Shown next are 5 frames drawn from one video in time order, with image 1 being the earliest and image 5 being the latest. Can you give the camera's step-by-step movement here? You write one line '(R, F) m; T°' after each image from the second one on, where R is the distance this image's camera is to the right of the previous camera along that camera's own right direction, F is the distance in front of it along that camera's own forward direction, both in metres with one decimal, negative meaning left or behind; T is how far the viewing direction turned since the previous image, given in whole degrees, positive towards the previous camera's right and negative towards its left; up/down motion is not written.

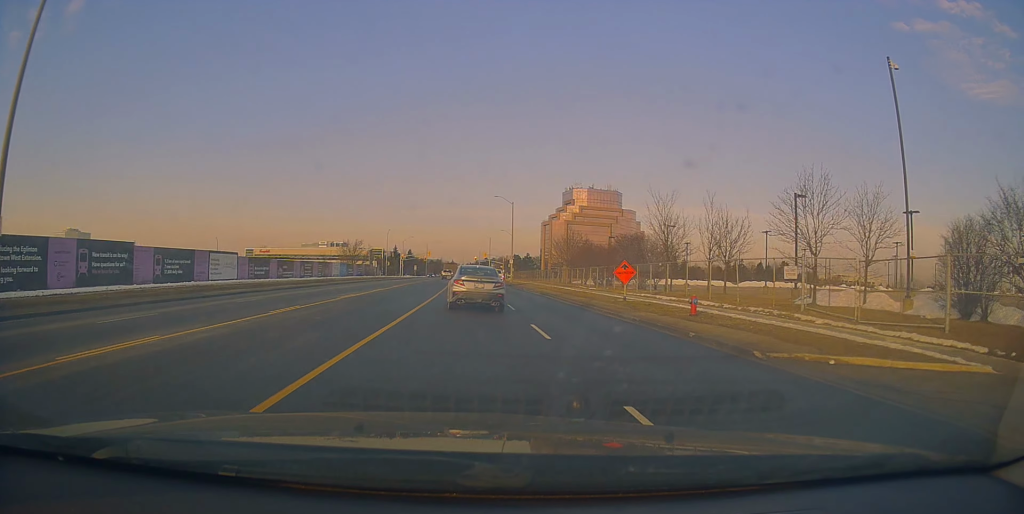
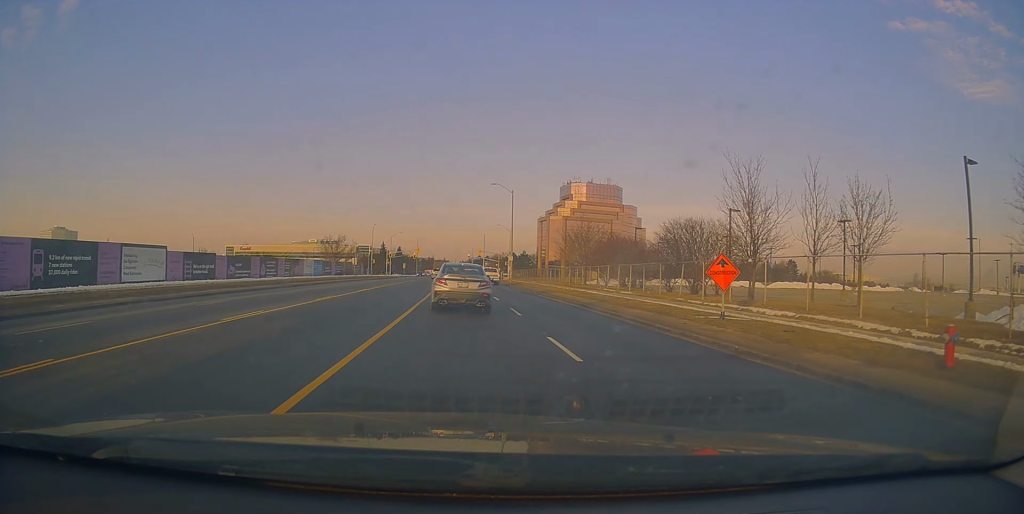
(0.0, +12.3) m; -1°
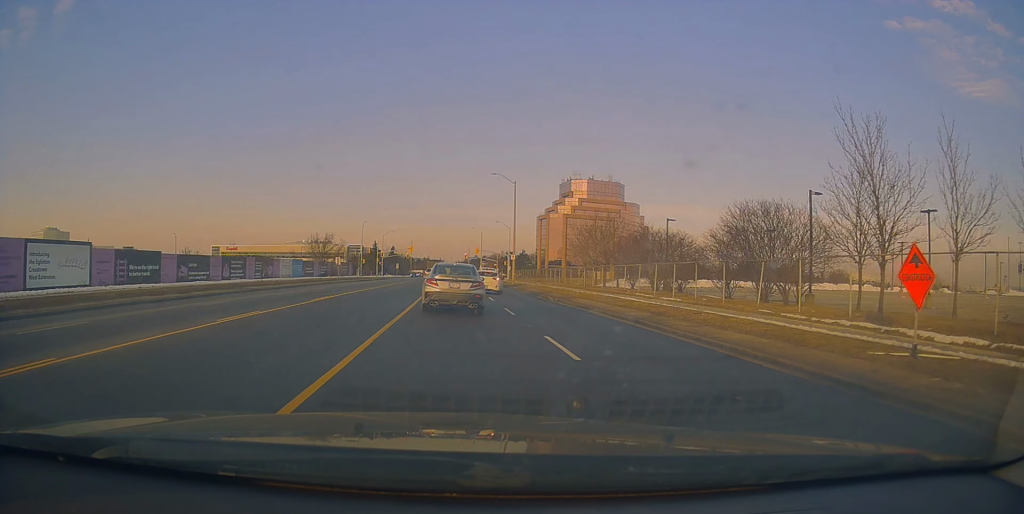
(-0.1, +9.0) m; 0°
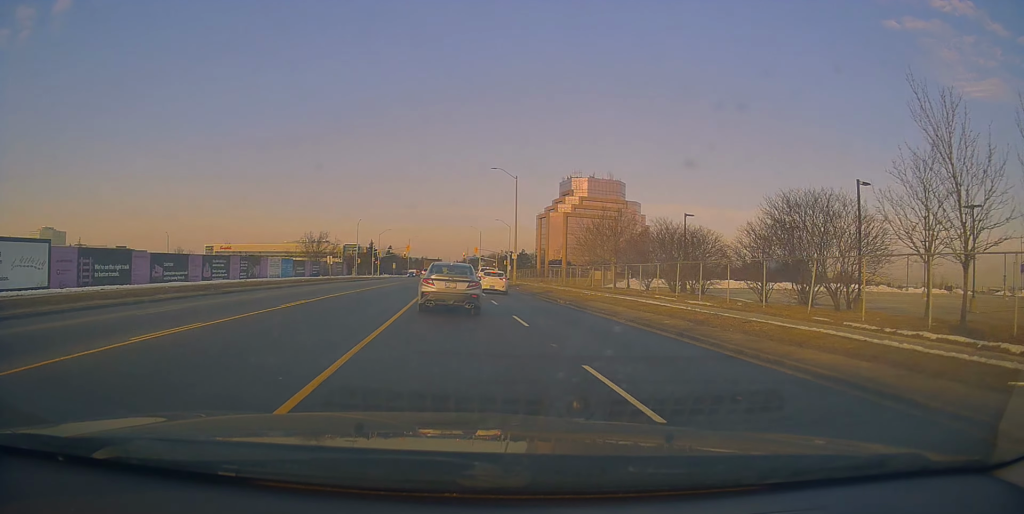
(0.0, +3.7) m; +2°
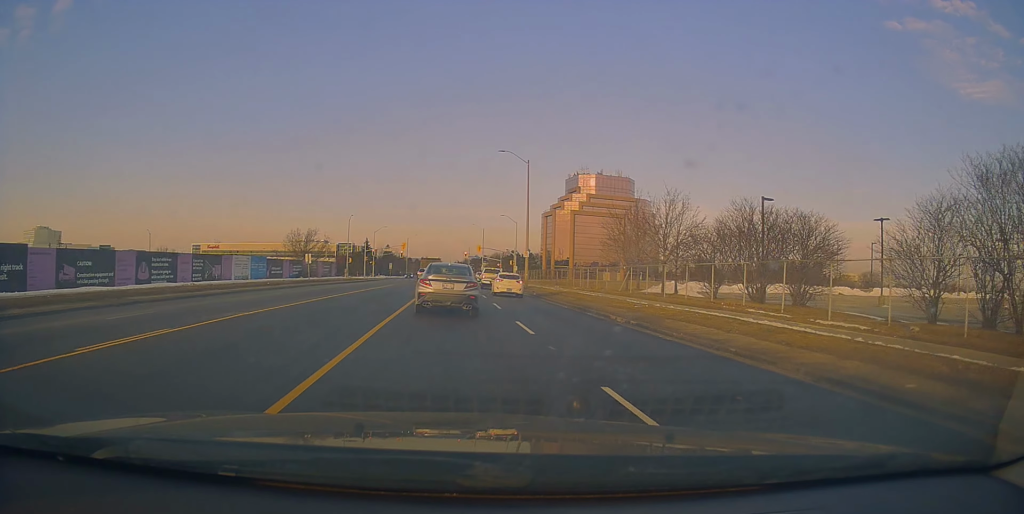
(+0.6, +10.5) m; +3°
